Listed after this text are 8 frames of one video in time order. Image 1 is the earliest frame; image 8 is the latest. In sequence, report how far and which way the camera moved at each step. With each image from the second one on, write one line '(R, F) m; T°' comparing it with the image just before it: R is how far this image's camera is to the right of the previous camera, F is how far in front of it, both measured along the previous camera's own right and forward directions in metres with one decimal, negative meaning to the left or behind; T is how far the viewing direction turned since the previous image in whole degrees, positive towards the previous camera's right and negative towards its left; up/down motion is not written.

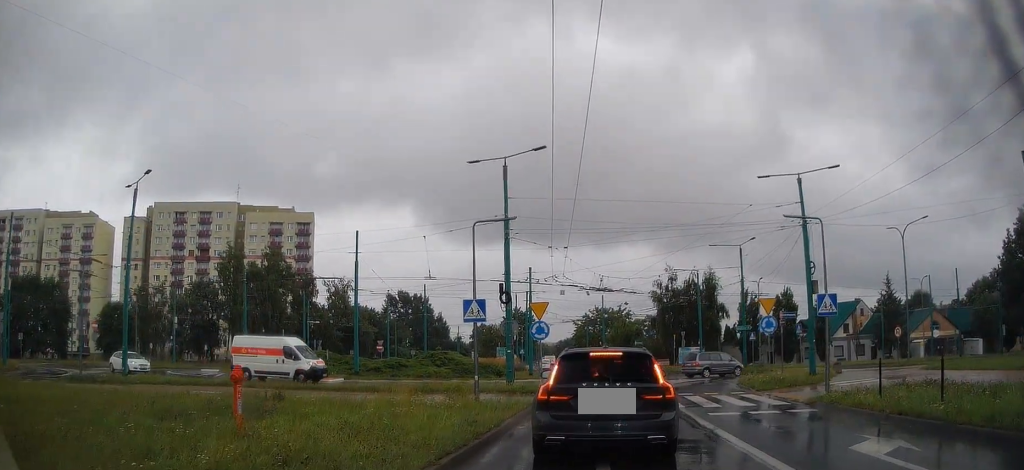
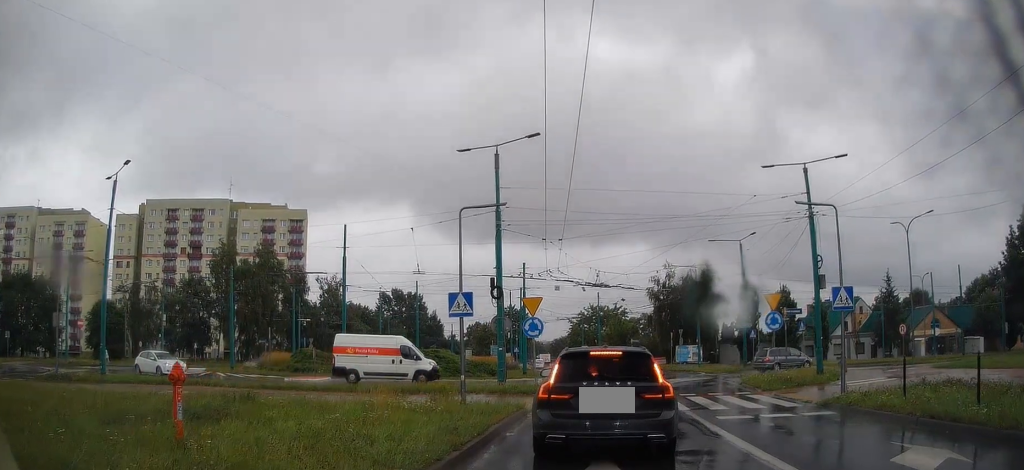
(-0.2, +1.2) m; 0°
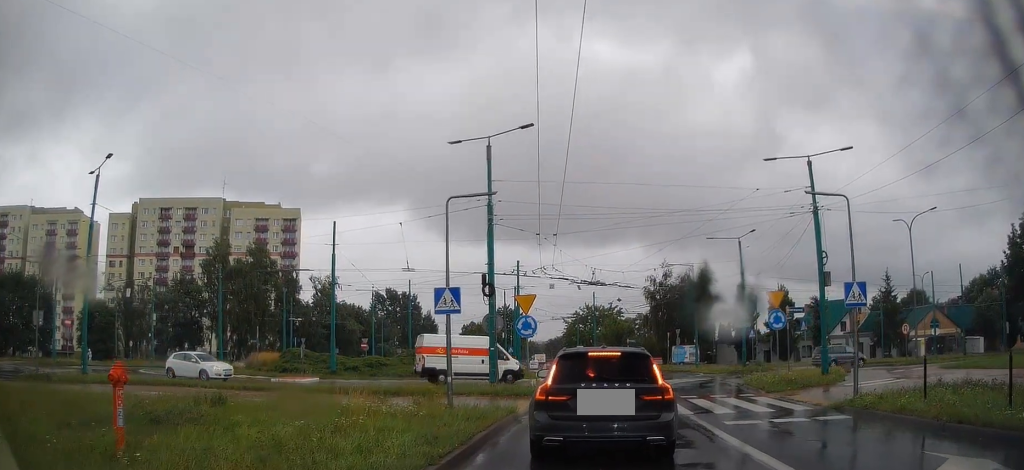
(-0.1, +0.9) m; 0°
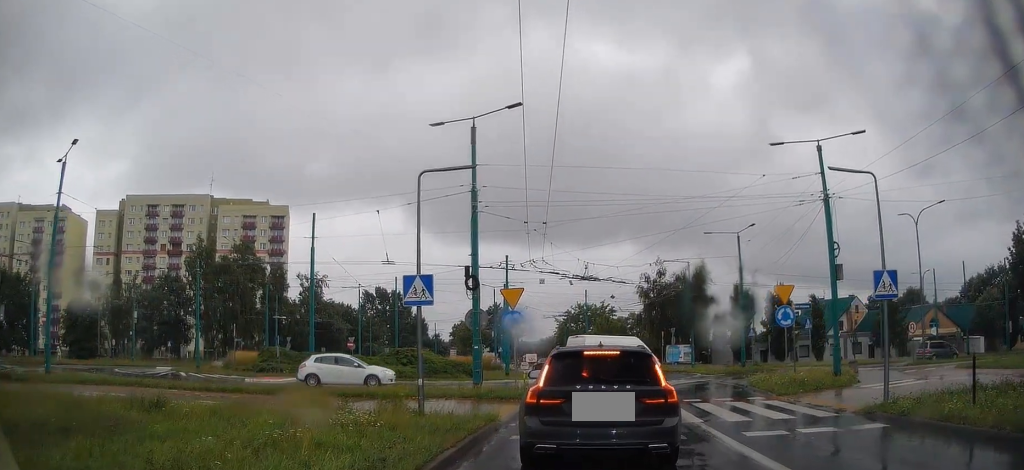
(-0.1, +1.6) m; 0°
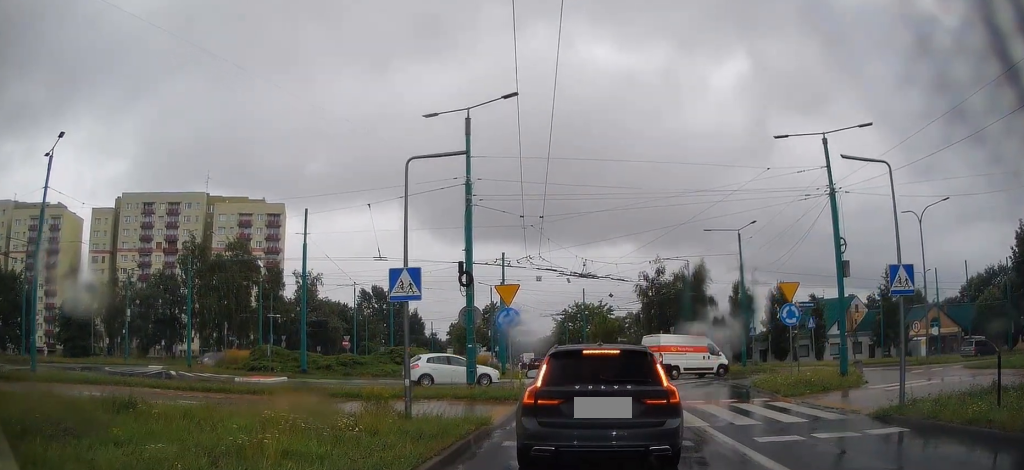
(0.0, +0.8) m; 0°
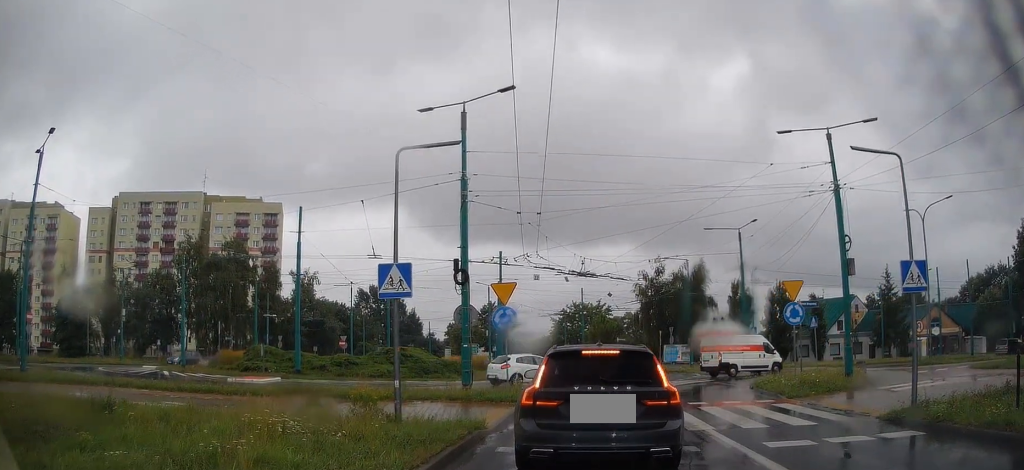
(0.0, +0.6) m; 0°
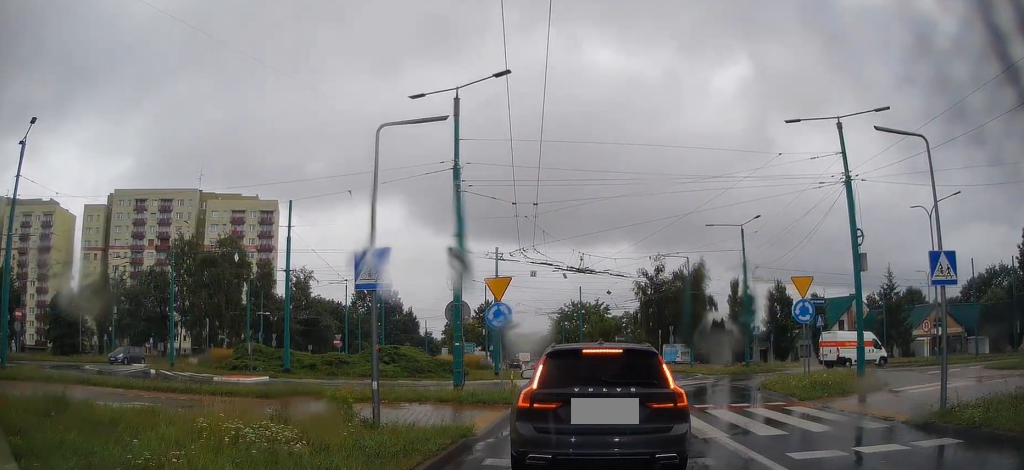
(+0.1, +1.2) m; 0°
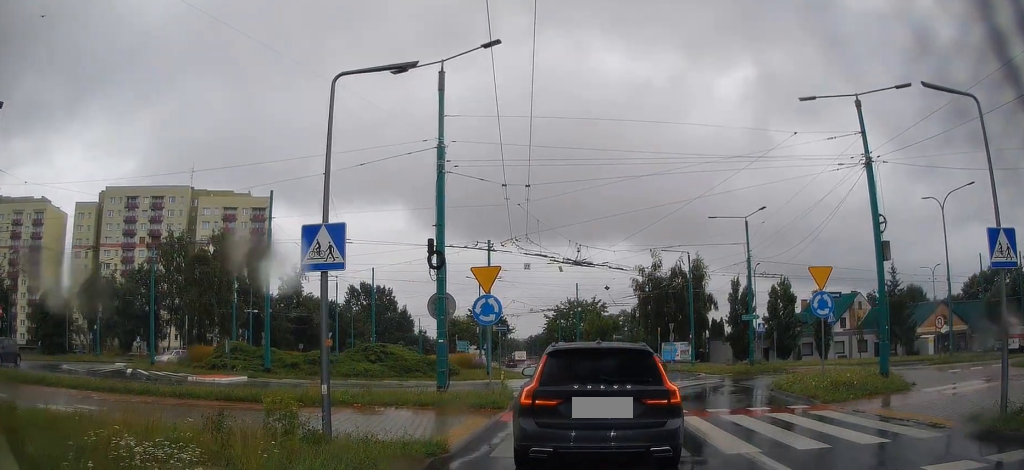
(-0.3, +2.4) m; -3°
